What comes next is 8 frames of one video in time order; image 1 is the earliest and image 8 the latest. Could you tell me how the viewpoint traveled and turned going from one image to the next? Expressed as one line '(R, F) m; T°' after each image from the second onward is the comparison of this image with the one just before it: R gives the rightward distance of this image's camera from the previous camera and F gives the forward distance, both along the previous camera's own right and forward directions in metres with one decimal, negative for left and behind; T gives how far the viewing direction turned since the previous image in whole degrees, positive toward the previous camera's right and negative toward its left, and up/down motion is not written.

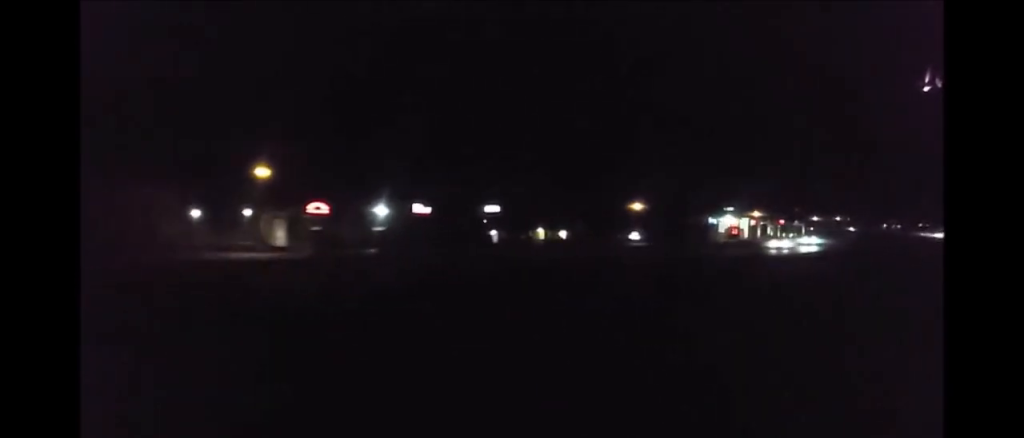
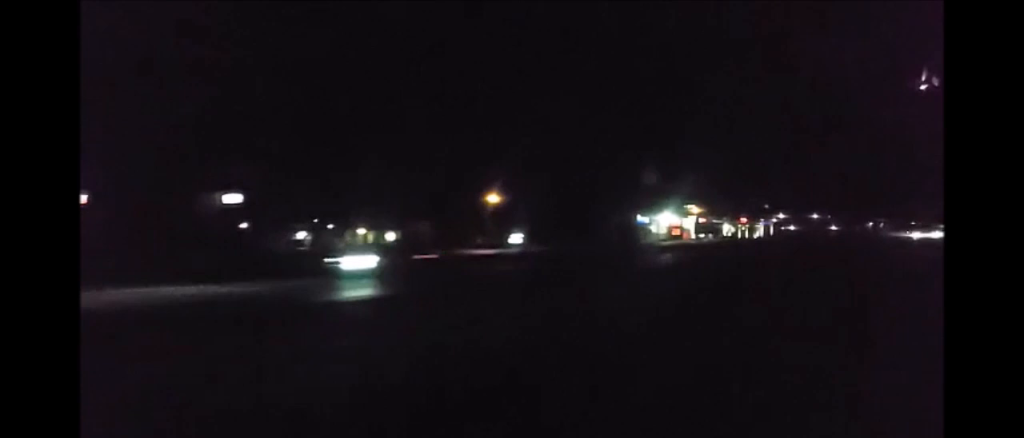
(-0.8, +52.9) m; -1°
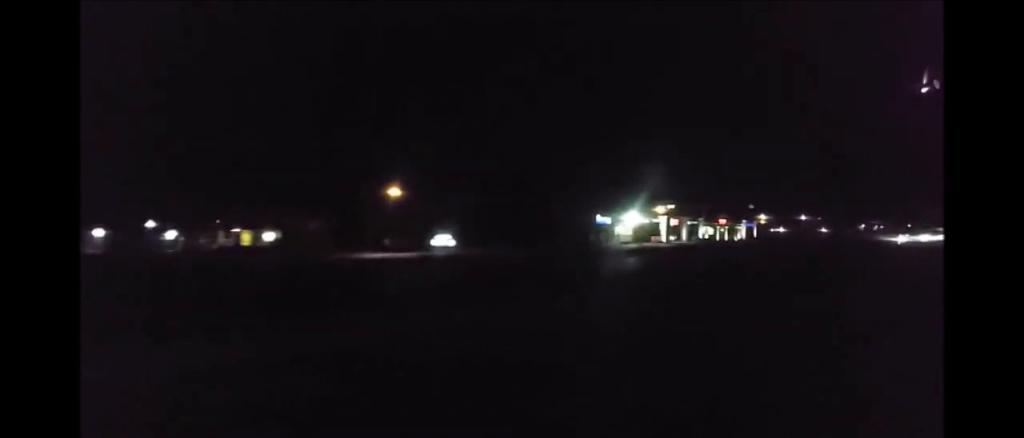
(+0.2, +21.1) m; 0°
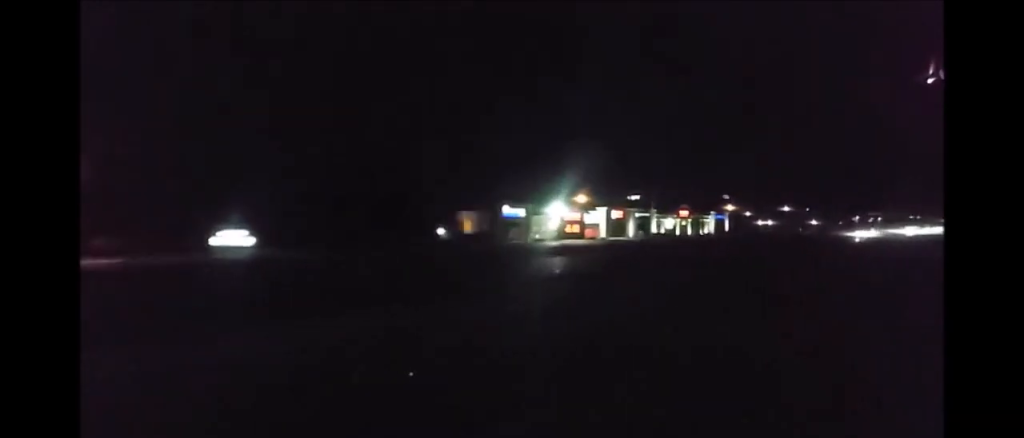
(+0.1, +39.1) m; +1°
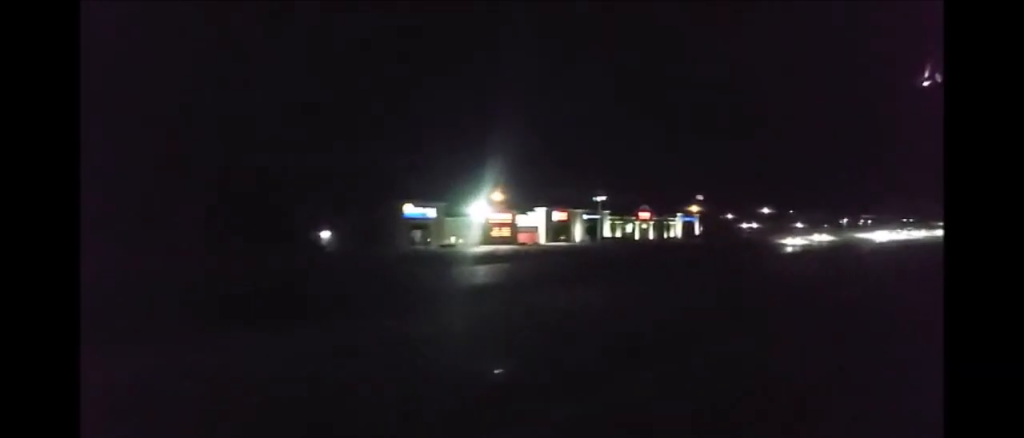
(+0.3, +26.5) m; -1°
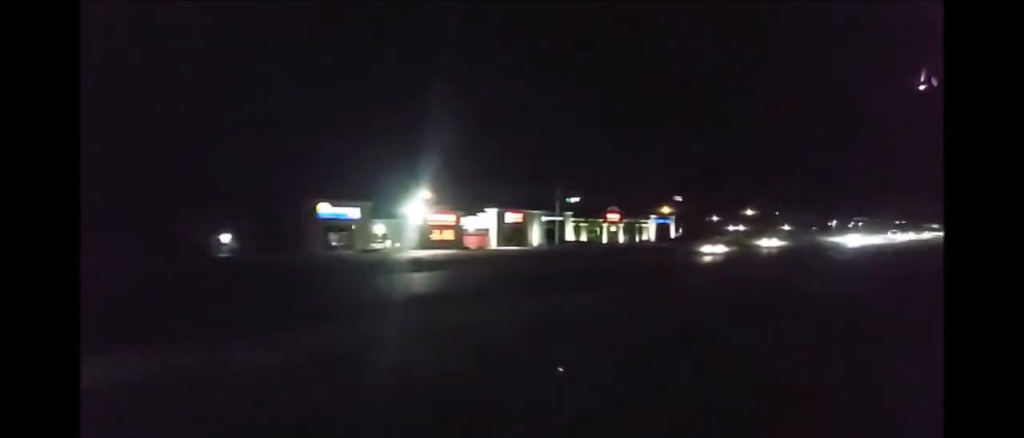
(-0.2, +15.9) m; 0°
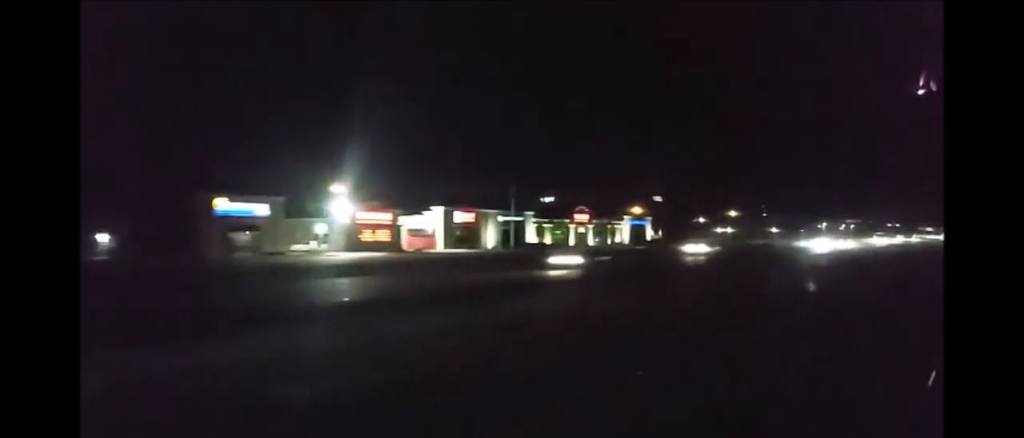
(-0.3, +14.8) m; 0°
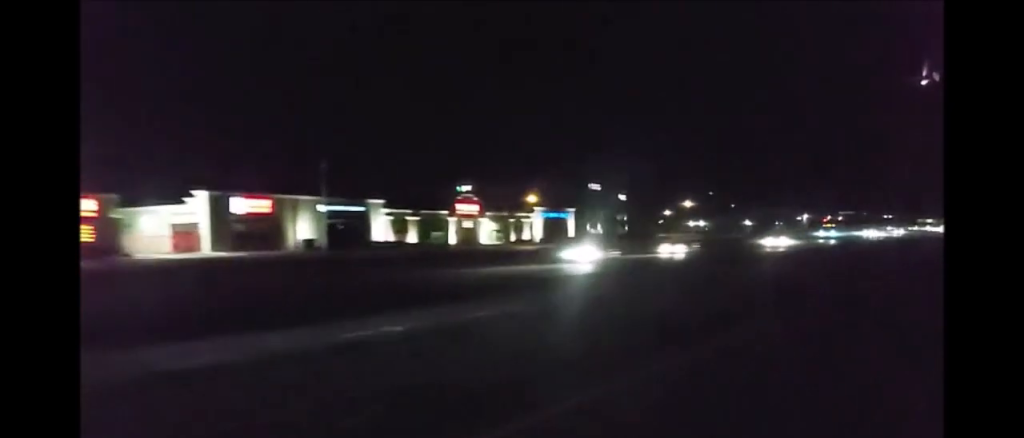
(+0.5, +43.5) m; 0°
